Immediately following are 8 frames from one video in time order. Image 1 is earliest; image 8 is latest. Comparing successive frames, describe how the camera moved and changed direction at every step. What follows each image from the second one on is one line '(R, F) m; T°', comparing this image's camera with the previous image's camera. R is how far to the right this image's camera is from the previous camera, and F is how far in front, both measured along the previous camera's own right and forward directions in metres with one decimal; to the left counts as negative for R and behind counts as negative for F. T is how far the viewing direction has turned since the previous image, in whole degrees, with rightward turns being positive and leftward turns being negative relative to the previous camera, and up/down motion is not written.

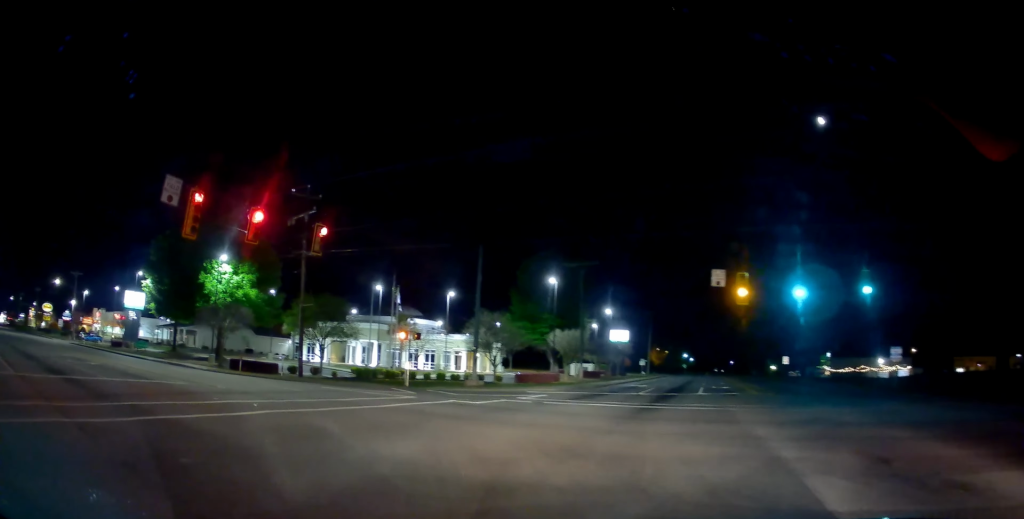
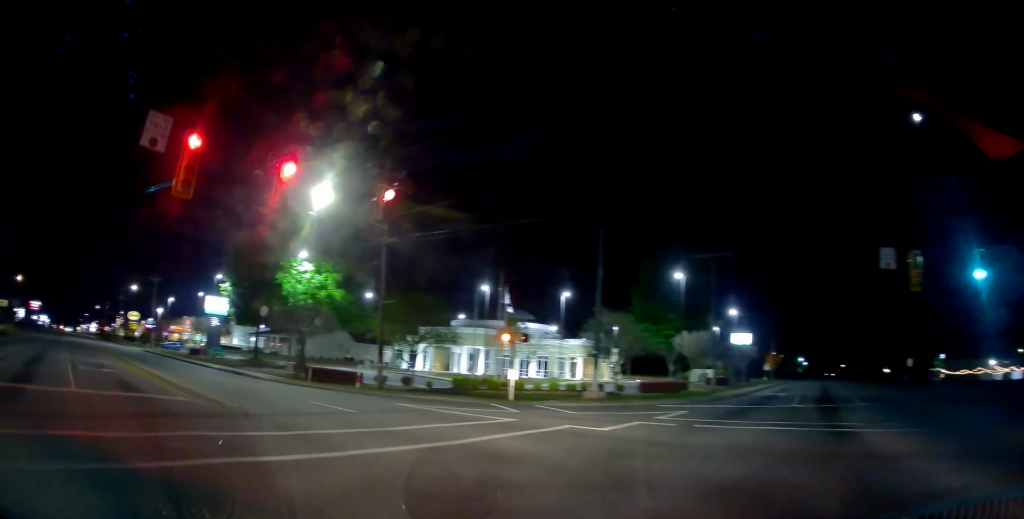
(0.0, +5.5) m; -2°
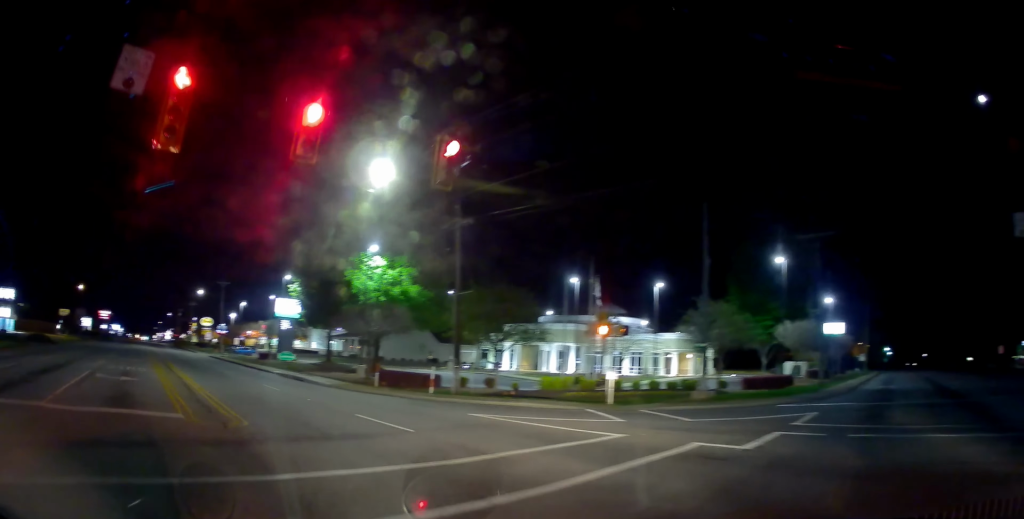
(0.0, +3.6) m; -6°
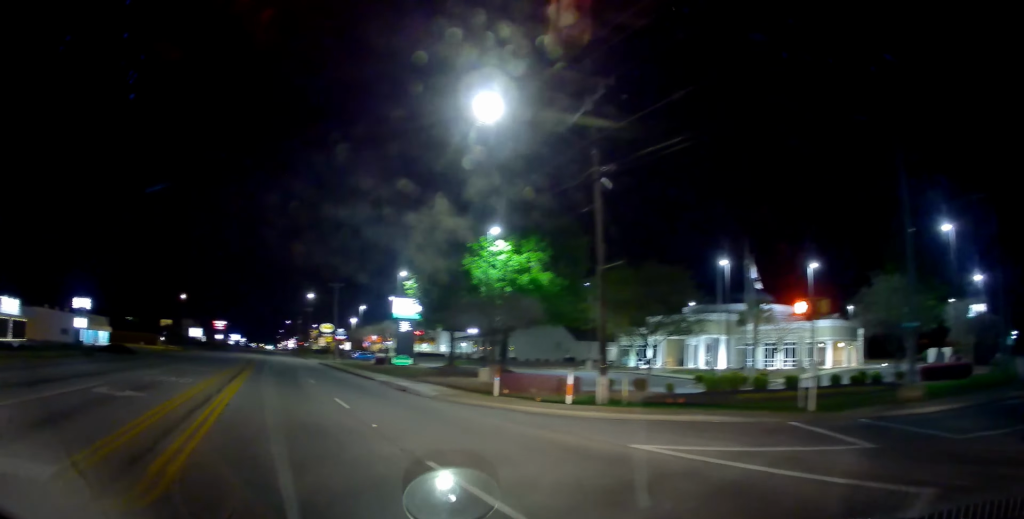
(-0.9, +5.9) m; -16°
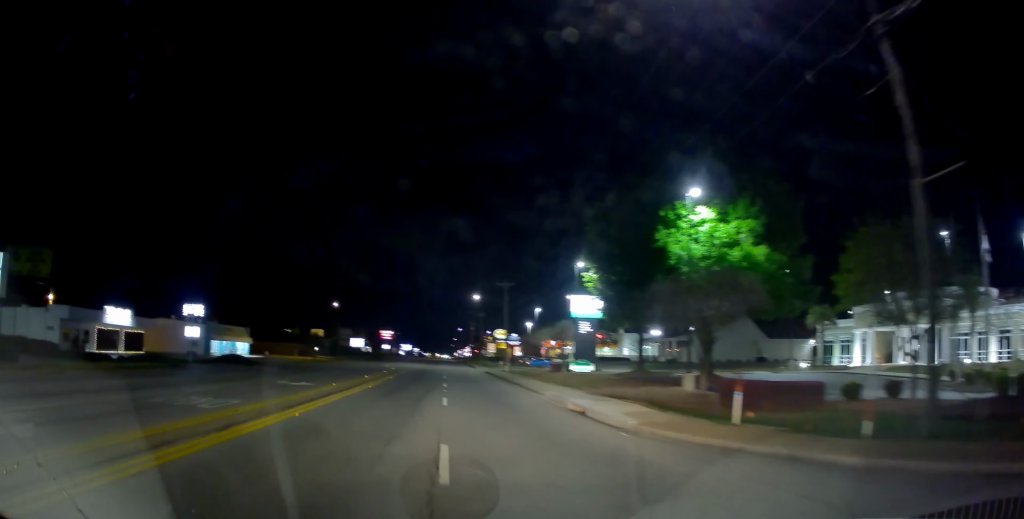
(-1.0, +8.4) m; -12°
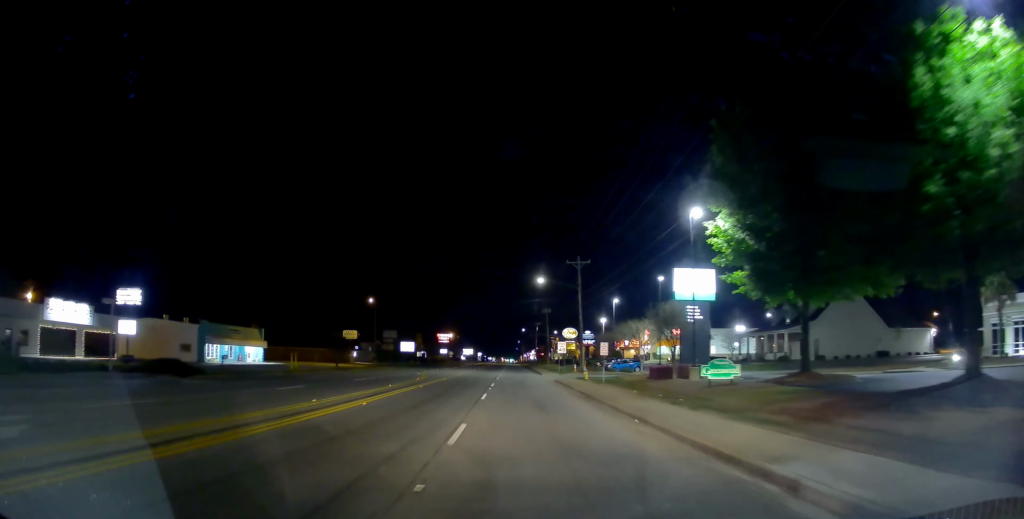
(-3.7, +16.7) m; -19°
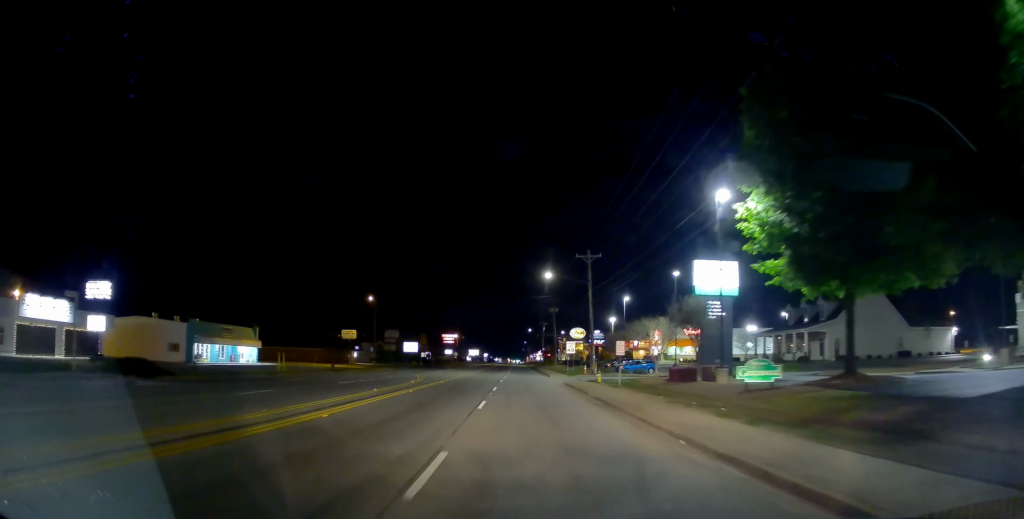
(-0.1, +3.6) m; -1°
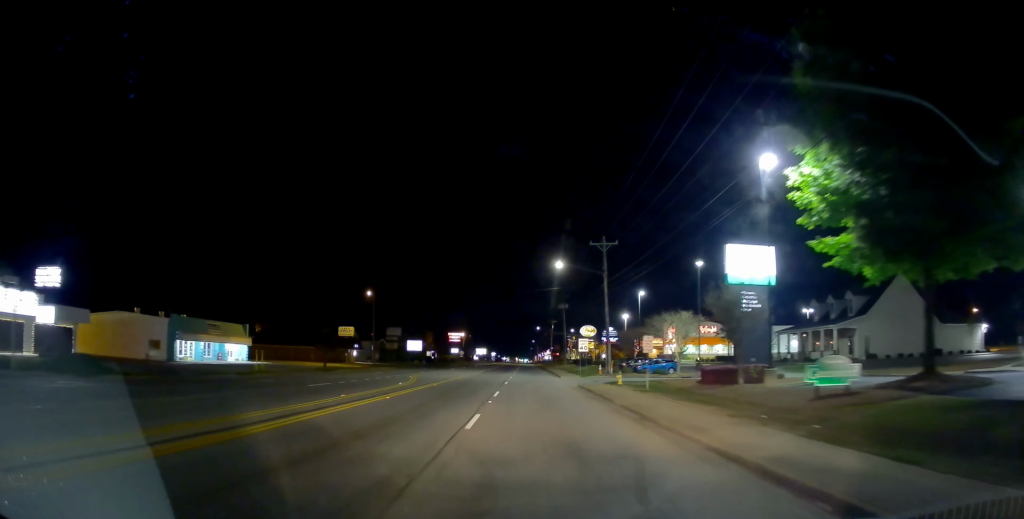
(+0.2, +5.1) m; -1°
